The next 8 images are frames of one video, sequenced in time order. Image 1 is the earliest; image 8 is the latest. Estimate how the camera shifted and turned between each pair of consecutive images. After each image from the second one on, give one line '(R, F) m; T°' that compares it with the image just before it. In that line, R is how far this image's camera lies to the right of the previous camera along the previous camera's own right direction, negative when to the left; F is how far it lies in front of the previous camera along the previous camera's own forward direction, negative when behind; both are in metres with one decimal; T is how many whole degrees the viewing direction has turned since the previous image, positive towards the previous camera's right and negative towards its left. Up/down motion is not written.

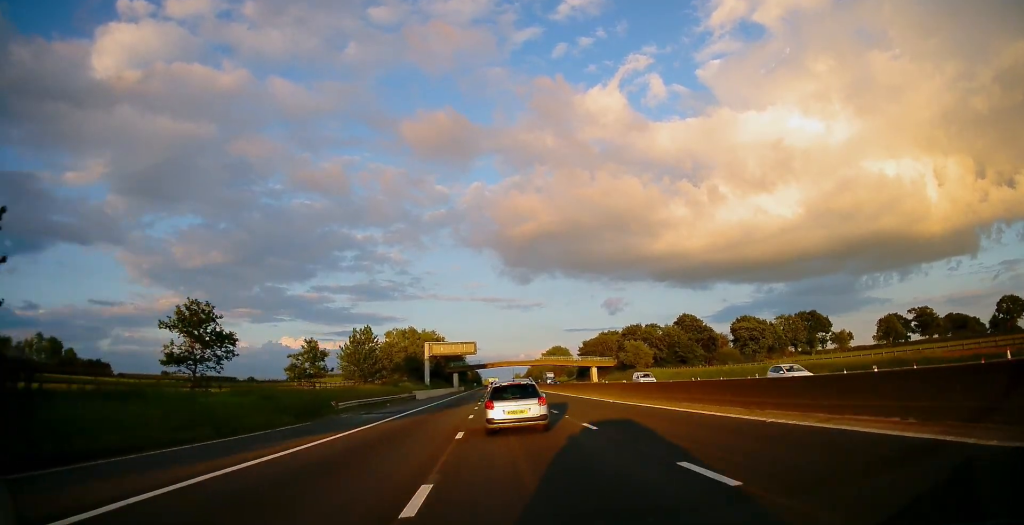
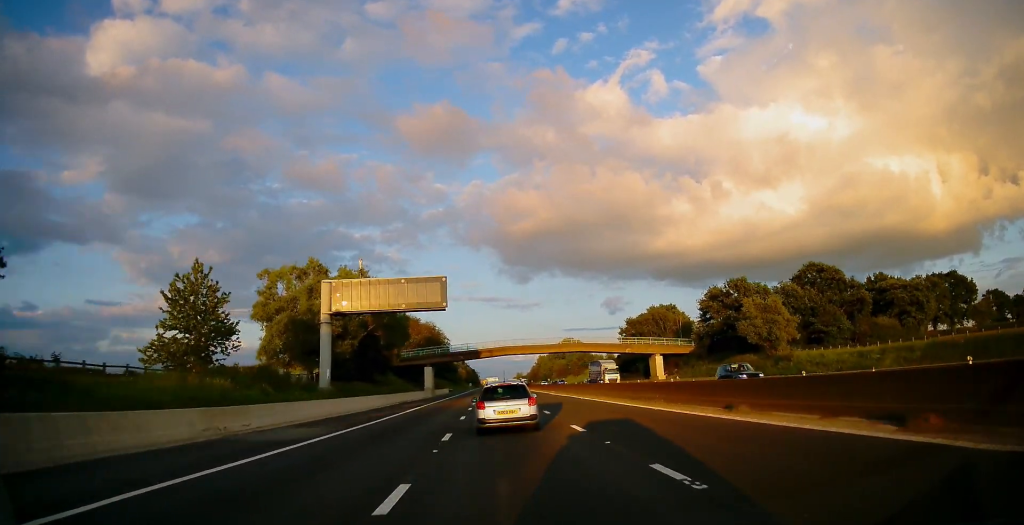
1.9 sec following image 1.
(+1.2, +63.3) m; +1°
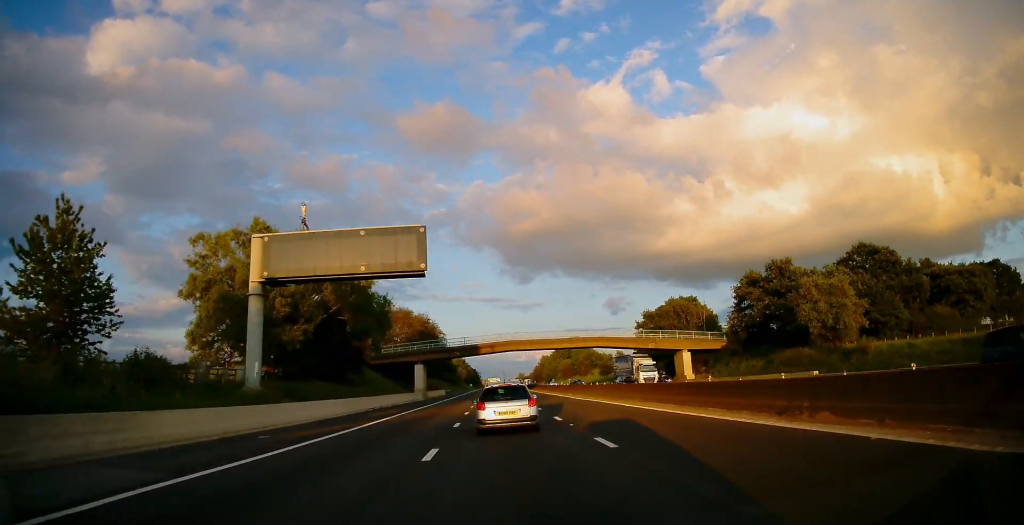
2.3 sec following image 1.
(-0.4, +13.1) m; 0°
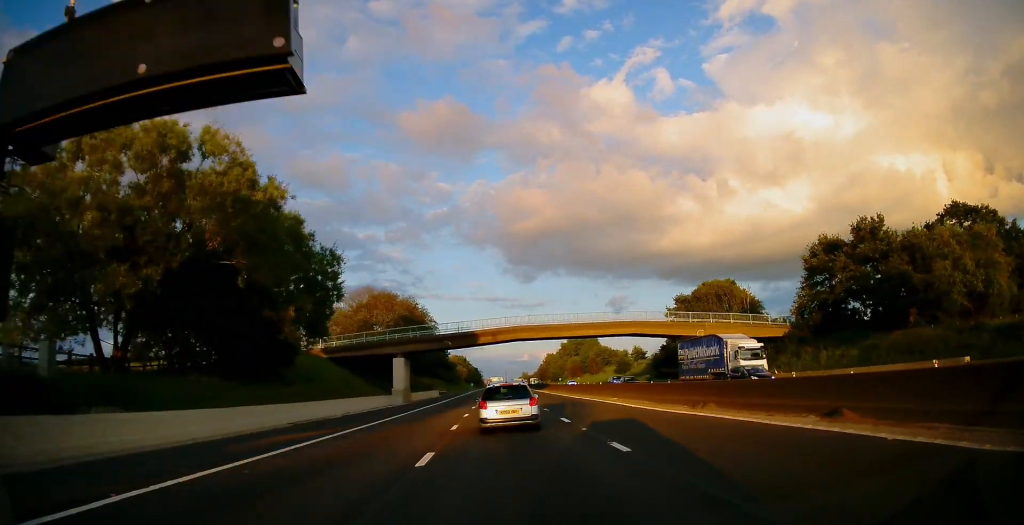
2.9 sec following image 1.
(-0.5, +18.6) m; -1°
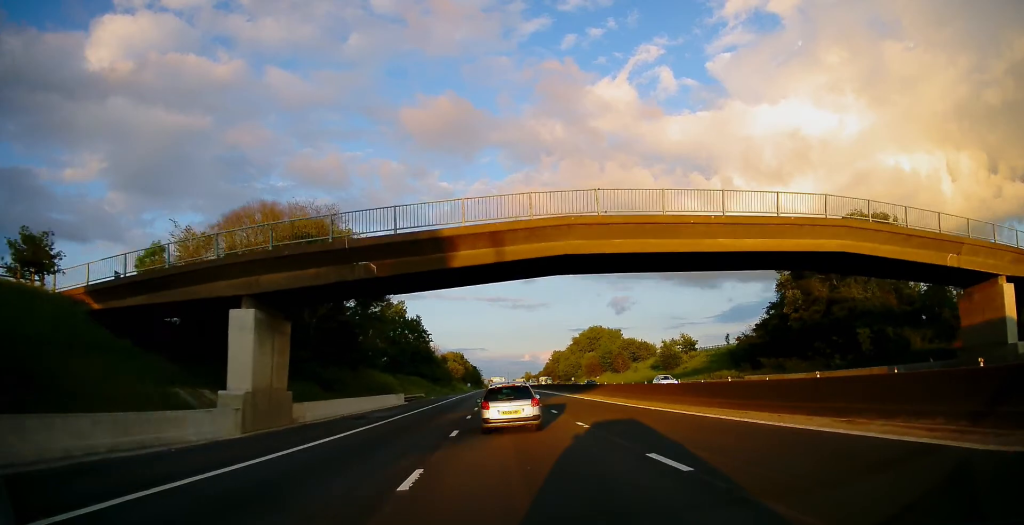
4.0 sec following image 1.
(+0.4, +38.0) m; 0°
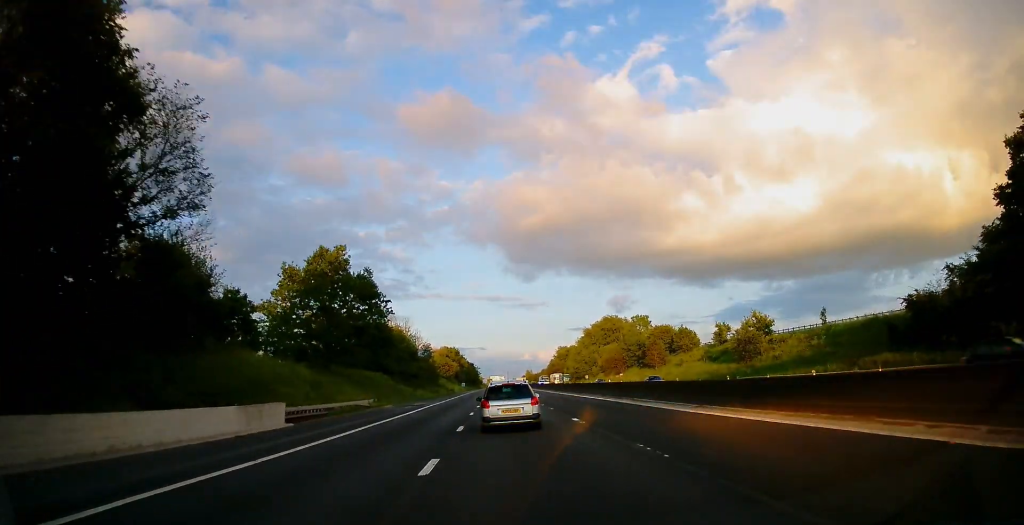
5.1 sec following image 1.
(-0.3, +34.4) m; 0°
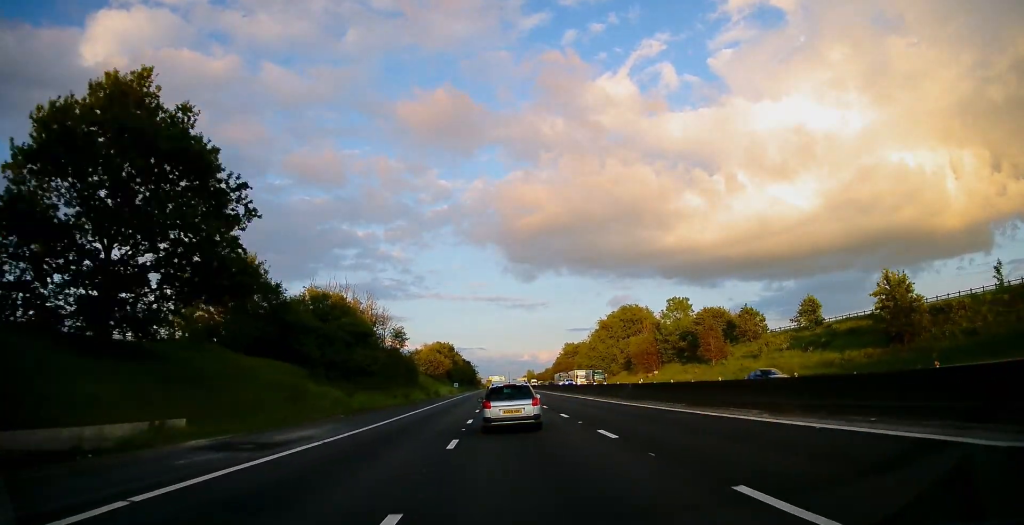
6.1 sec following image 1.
(+0.3, +32.8) m; +1°
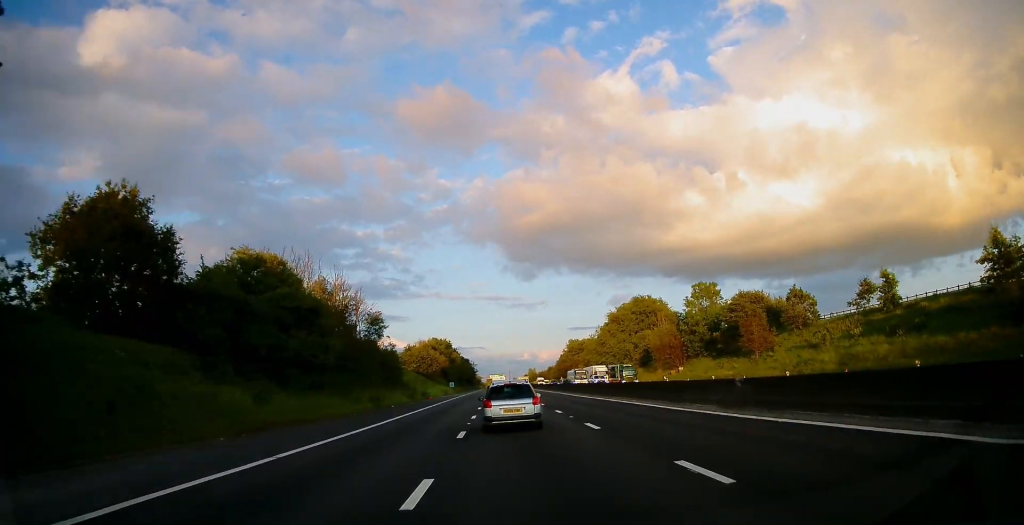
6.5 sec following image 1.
(+0.1, +14.8) m; 0°
